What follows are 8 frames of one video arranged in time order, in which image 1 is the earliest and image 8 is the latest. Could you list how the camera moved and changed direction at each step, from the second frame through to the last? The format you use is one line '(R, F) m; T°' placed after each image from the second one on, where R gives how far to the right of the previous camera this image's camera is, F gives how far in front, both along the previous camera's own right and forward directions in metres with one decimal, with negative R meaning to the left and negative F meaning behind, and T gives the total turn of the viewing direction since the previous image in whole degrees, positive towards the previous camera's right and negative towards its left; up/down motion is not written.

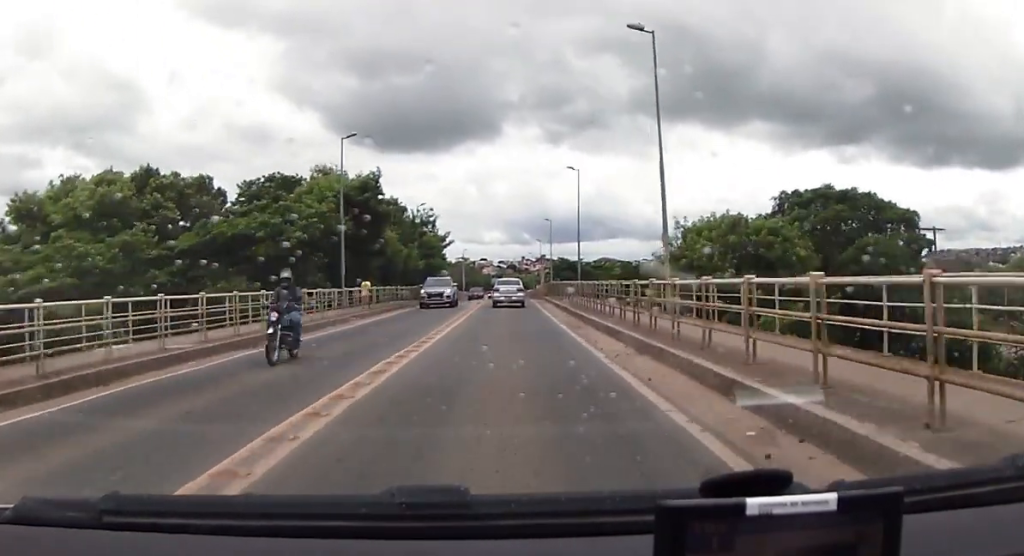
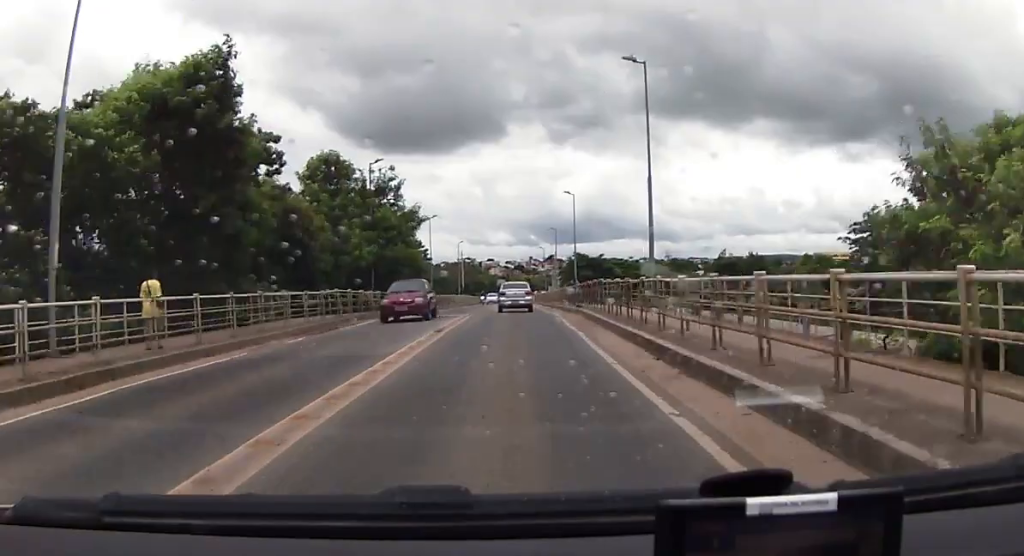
(-0.9, +24.5) m; -2°
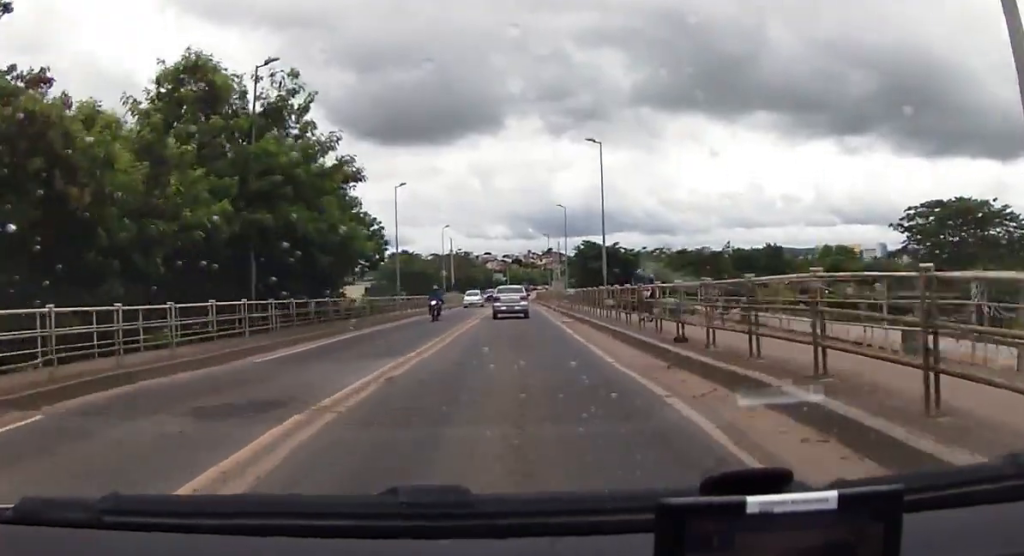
(+0.5, +19.7) m; +1°
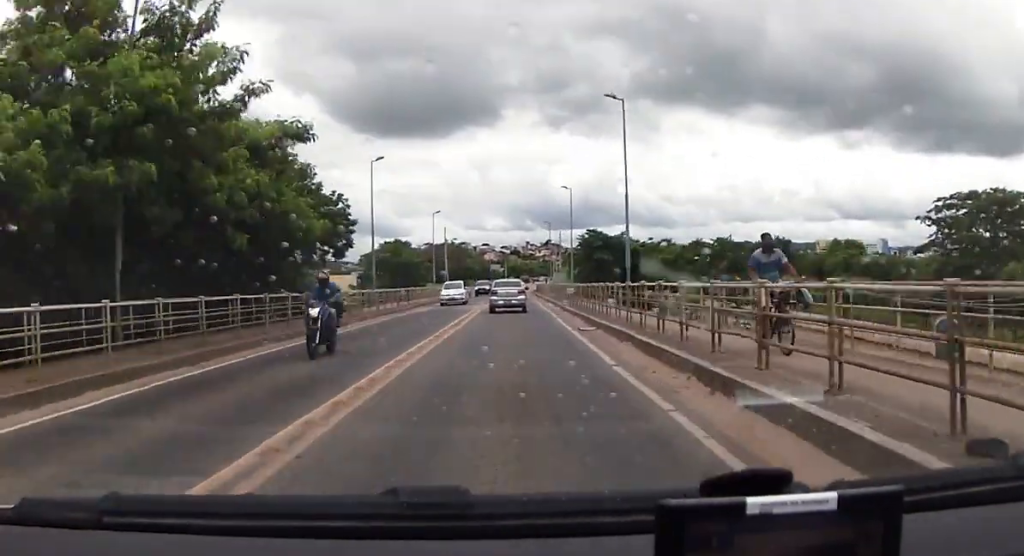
(-0.1, +8.6) m; -1°
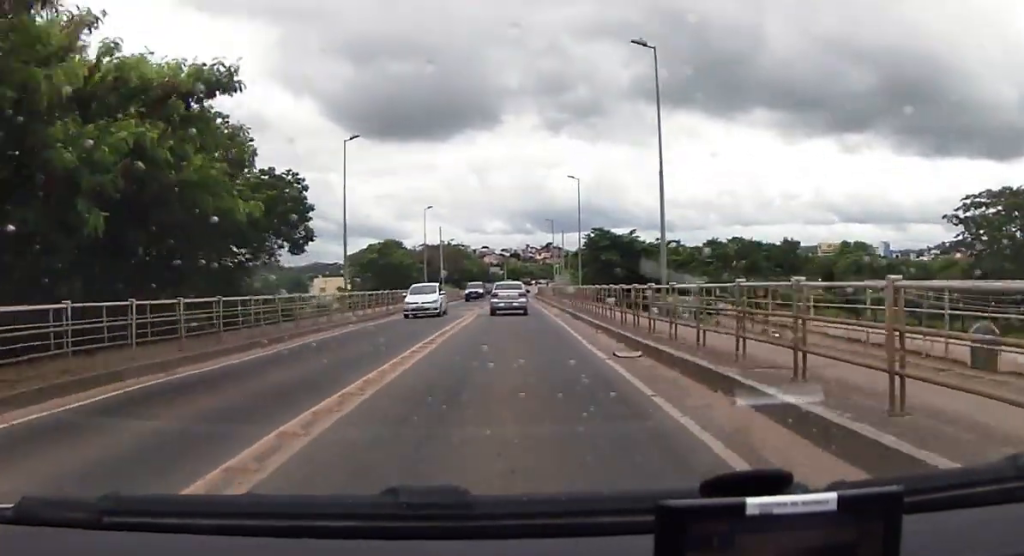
(0.0, +7.1) m; -1°
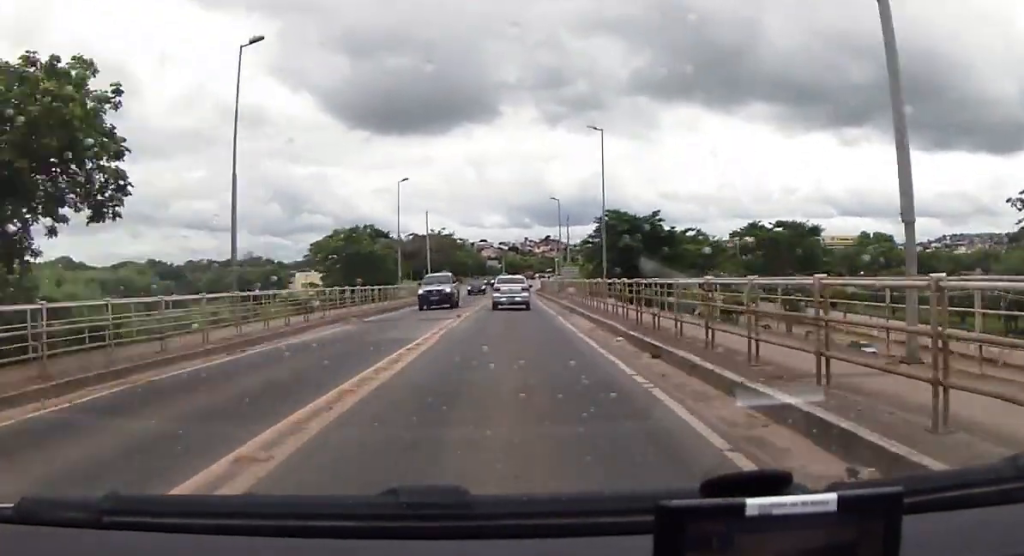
(-0.2, +14.7) m; +1°
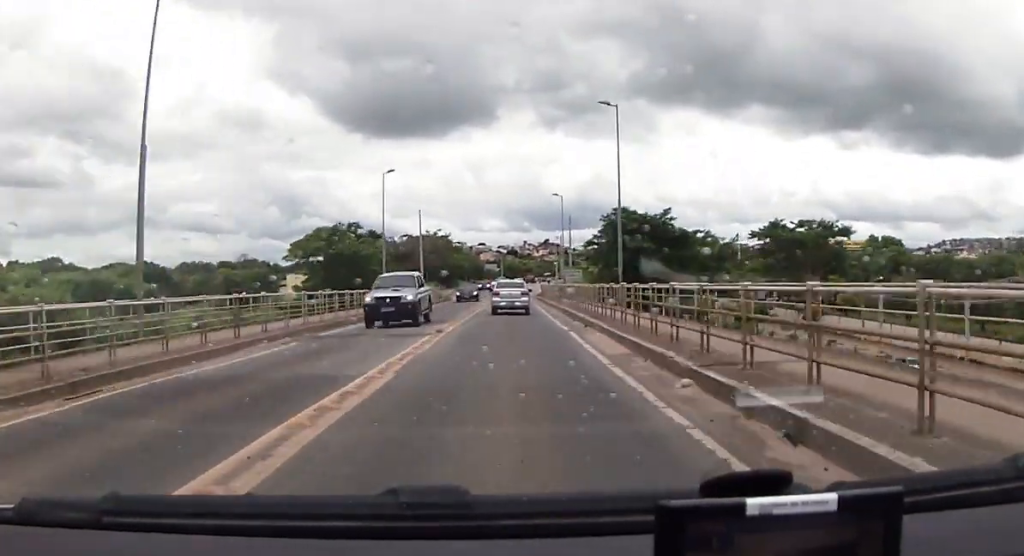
(0.0, +5.9) m; 0°
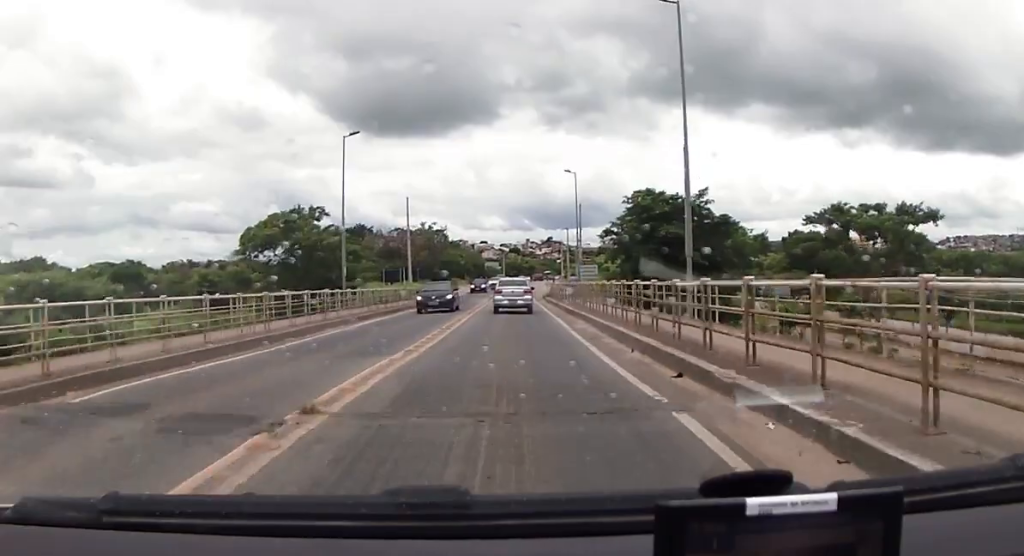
(+0.4, +11.8) m; 0°
